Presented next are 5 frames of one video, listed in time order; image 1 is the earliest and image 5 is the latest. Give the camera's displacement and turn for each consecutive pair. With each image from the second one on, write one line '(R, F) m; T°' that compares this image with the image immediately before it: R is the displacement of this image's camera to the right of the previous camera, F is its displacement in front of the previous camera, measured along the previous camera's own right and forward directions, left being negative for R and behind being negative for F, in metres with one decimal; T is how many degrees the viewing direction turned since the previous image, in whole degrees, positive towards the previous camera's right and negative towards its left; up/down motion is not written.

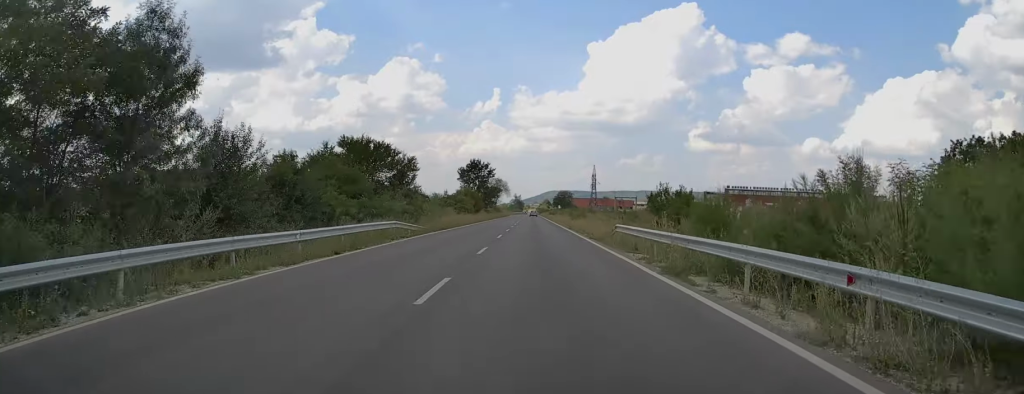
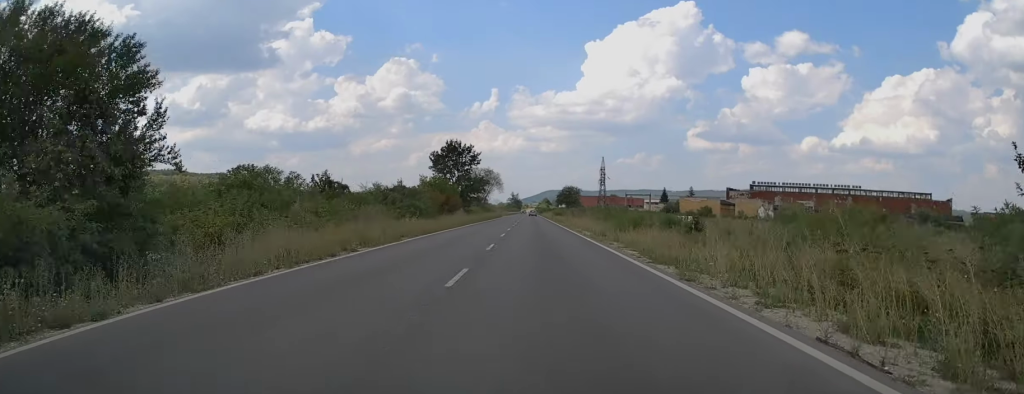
(-0.3, +34.4) m; 0°
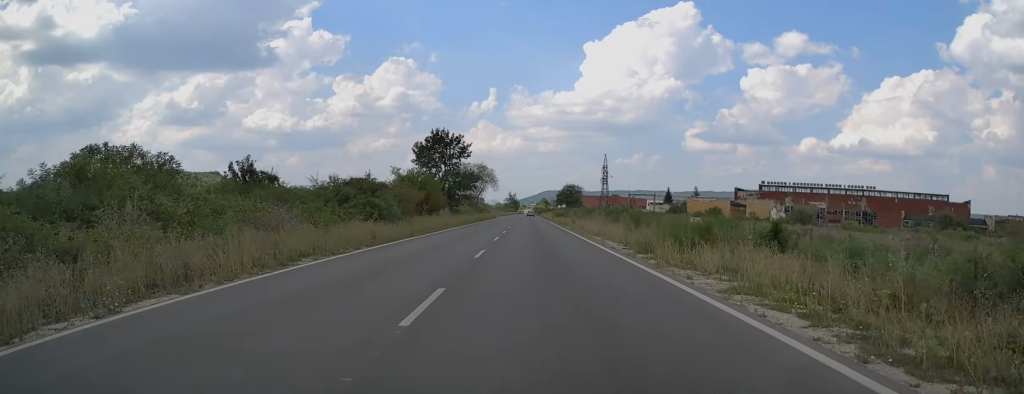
(+0.1, +12.4) m; 0°
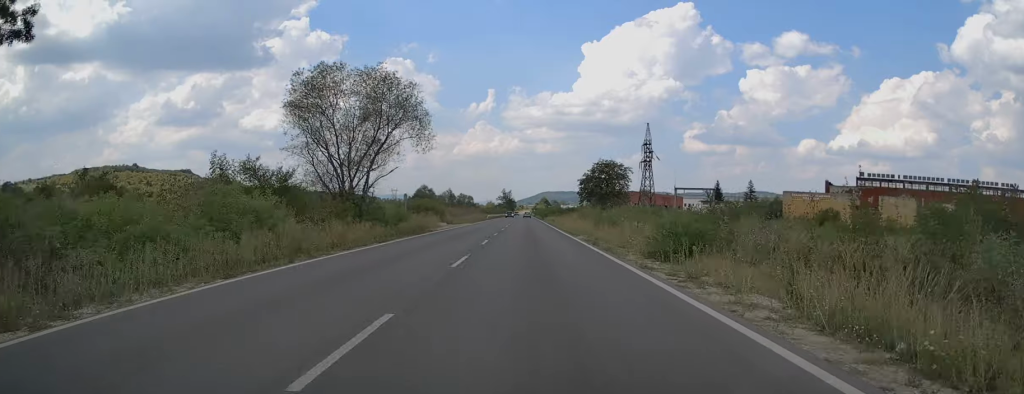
(+0.3, +74.6) m; 0°
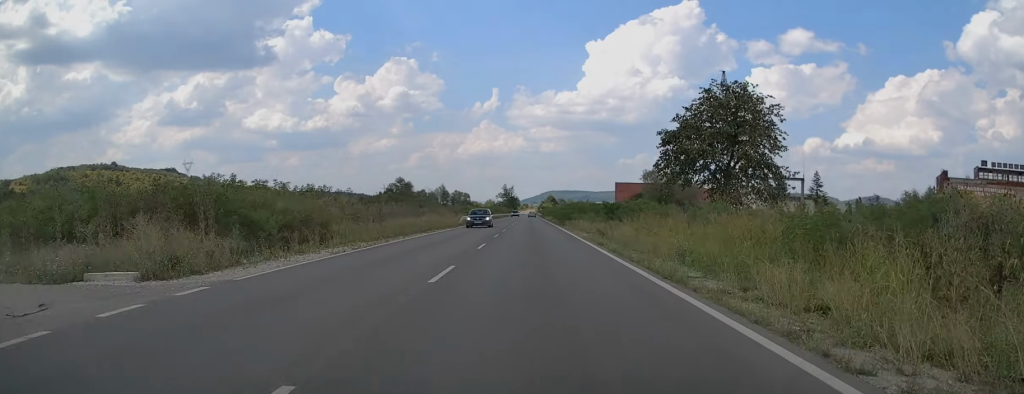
(-0.2, +48.2) m; -1°
